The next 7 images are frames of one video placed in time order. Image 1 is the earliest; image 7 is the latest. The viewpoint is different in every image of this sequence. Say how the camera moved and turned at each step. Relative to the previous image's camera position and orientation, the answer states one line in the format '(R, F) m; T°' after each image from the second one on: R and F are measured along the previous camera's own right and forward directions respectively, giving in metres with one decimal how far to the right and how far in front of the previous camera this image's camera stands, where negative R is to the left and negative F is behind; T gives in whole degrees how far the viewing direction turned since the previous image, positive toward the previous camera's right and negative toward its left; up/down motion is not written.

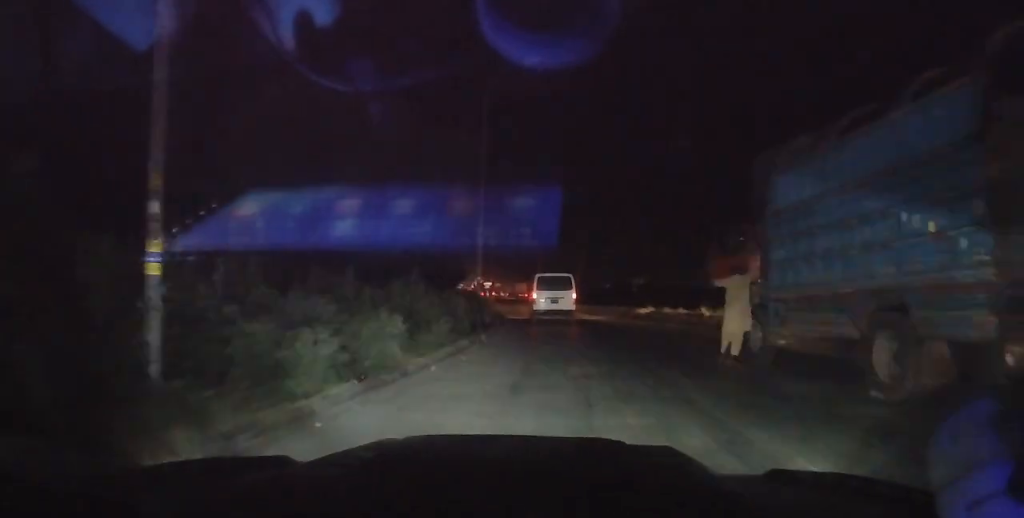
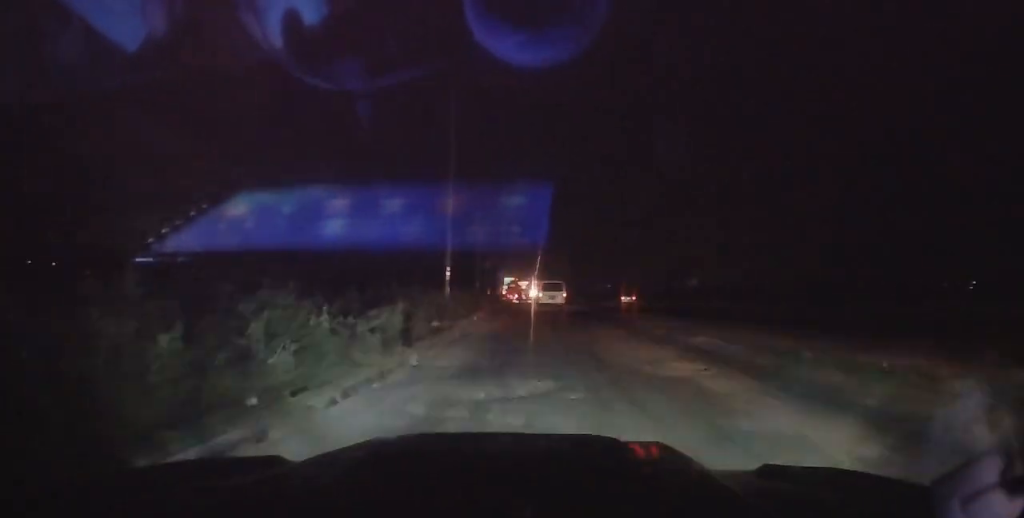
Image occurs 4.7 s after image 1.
(0.0, +38.0) m; -2°
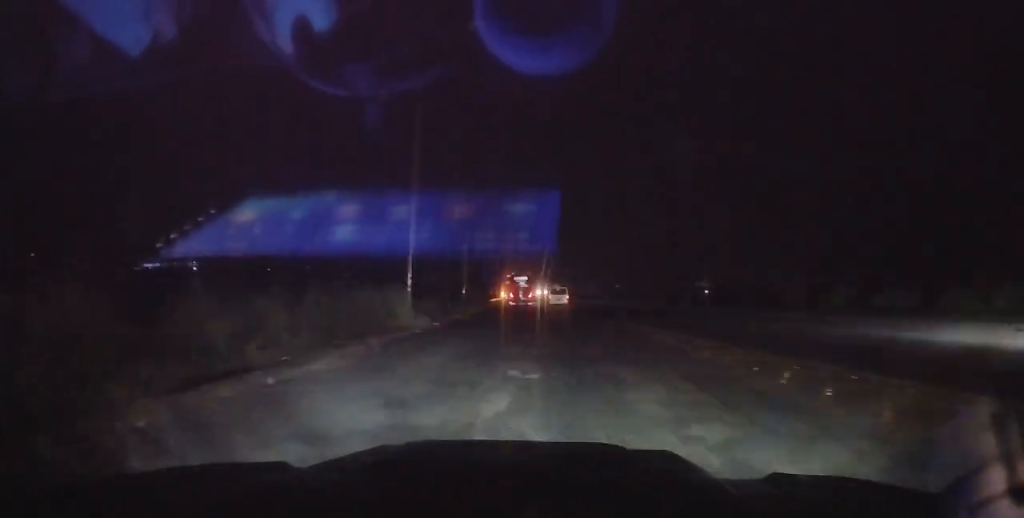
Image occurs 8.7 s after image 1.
(-1.1, +40.5) m; -1°
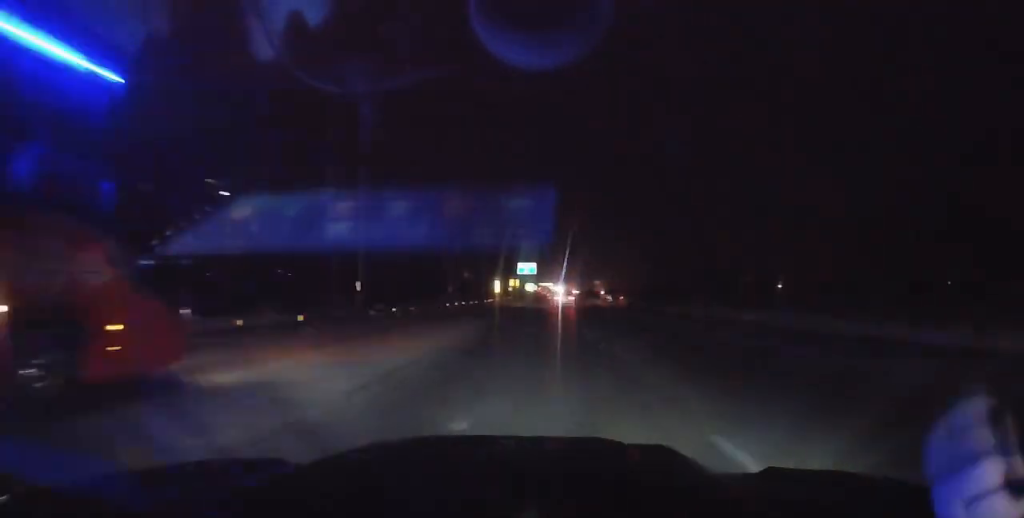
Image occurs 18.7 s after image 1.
(-2.5, +120.9) m; -1°
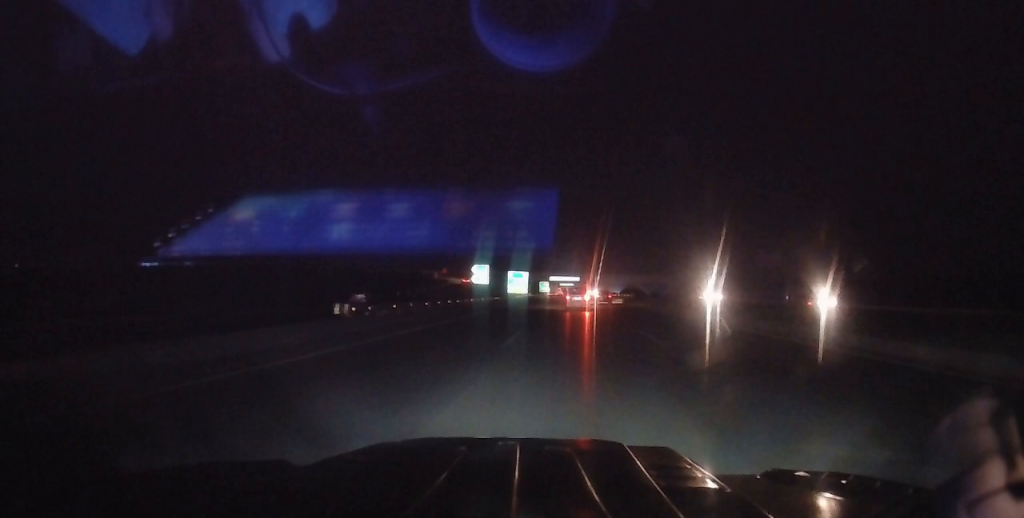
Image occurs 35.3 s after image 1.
(-1.6, +270.3) m; 0°
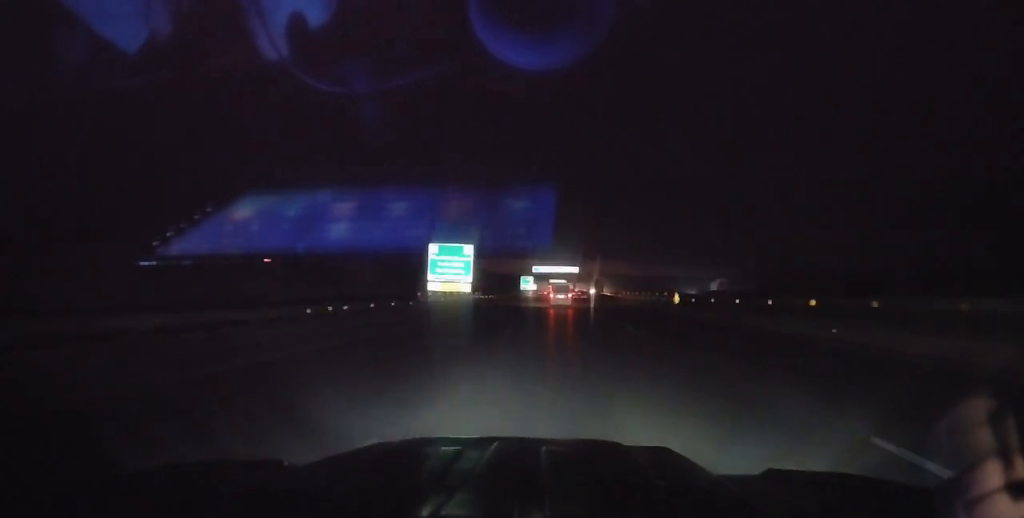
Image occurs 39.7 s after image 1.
(0.0, +78.5) m; 0°
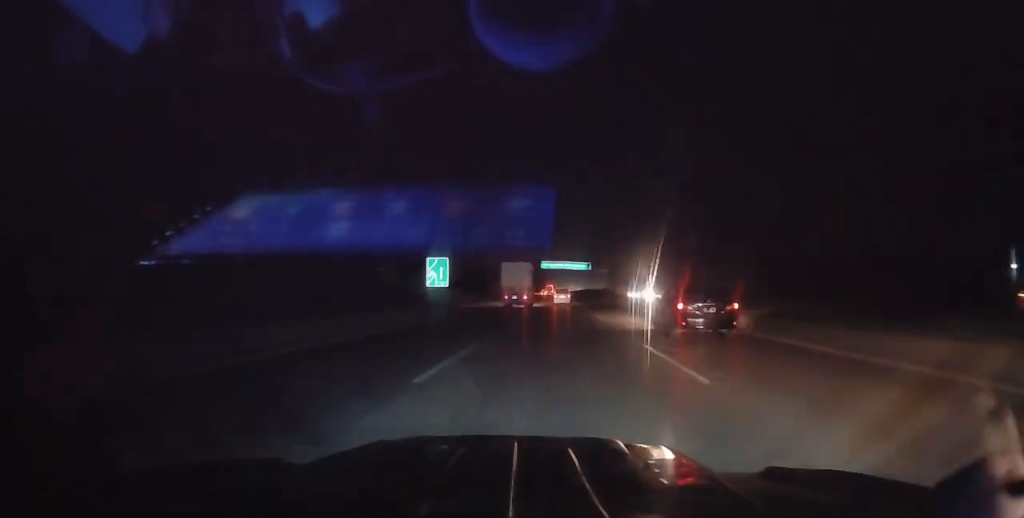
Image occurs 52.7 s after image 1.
(0.0, +243.1) m; 0°
